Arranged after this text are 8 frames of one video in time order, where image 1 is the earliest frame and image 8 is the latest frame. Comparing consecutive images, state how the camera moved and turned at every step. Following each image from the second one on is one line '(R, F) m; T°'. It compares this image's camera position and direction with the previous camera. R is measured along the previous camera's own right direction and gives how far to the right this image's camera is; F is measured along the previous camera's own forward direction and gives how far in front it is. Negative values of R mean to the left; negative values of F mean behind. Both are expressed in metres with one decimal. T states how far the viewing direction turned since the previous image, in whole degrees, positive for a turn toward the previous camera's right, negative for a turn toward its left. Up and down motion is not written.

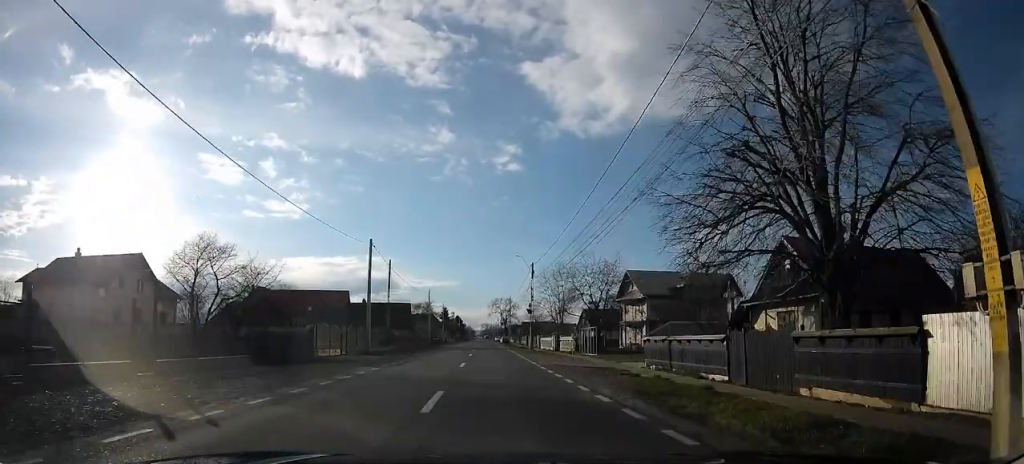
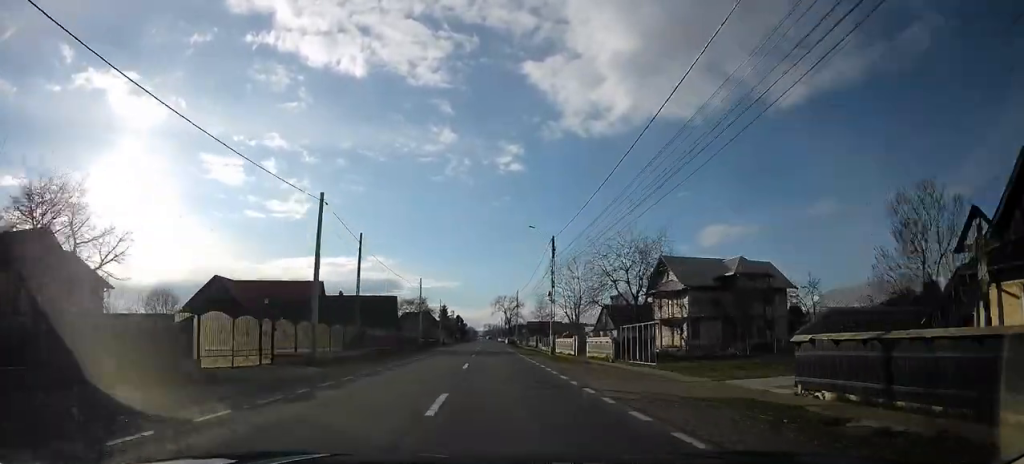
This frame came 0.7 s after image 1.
(-0.1, +12.4) m; +1°
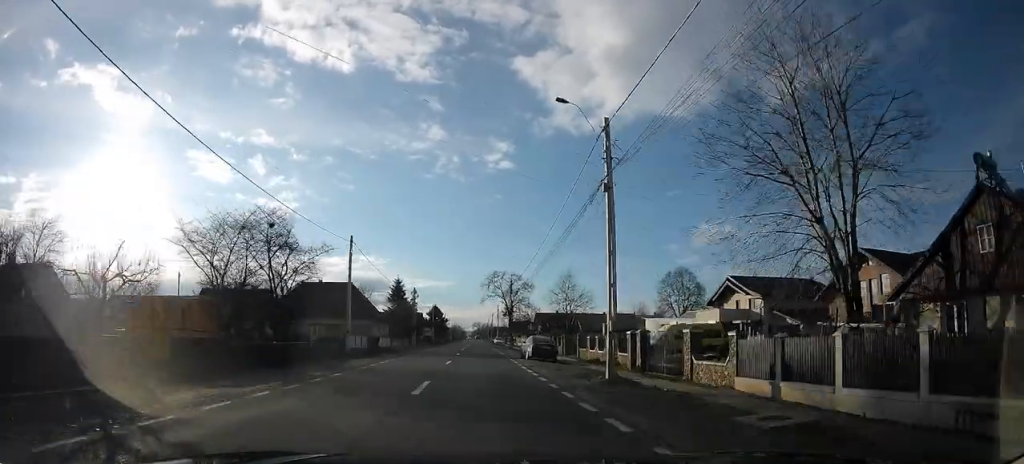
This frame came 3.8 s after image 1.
(+3.9, +57.4) m; +3°
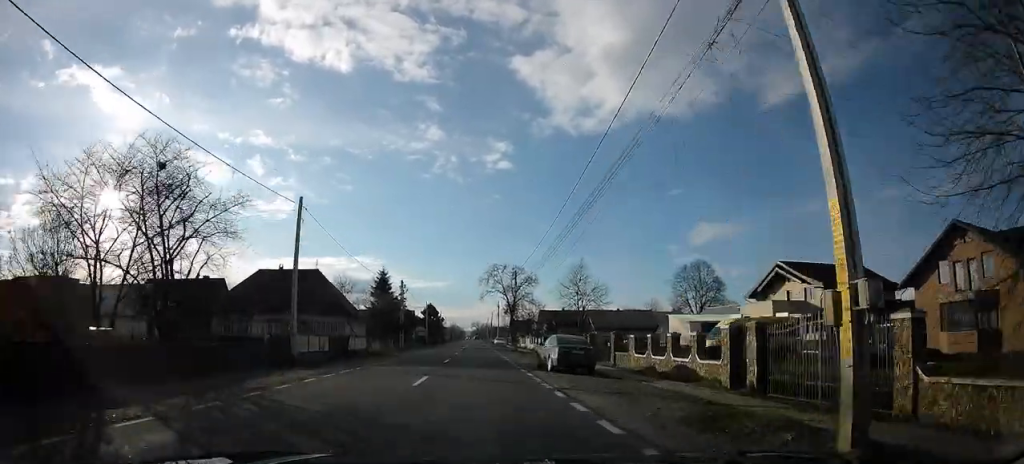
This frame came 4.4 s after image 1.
(-0.8, +10.3) m; -2°
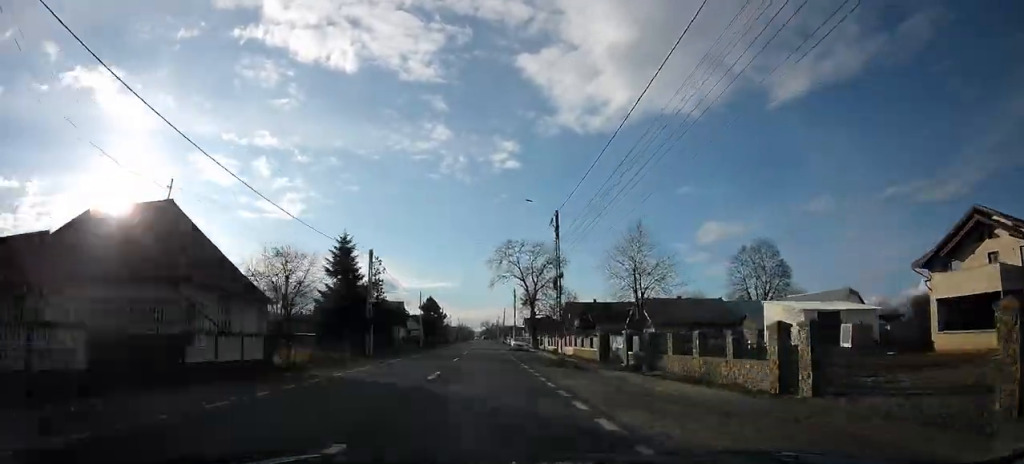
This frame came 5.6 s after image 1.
(+0.1, +21.5) m; +1°
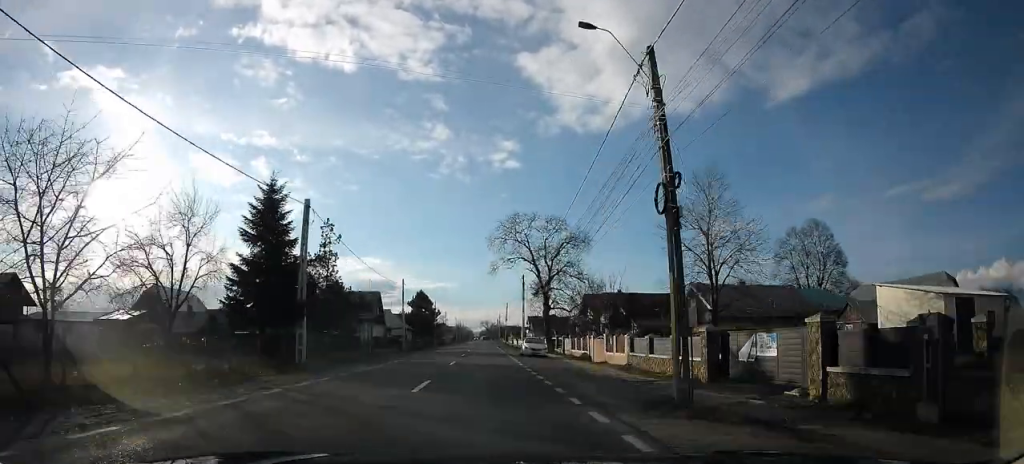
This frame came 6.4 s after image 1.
(0.0, +14.9) m; 0°
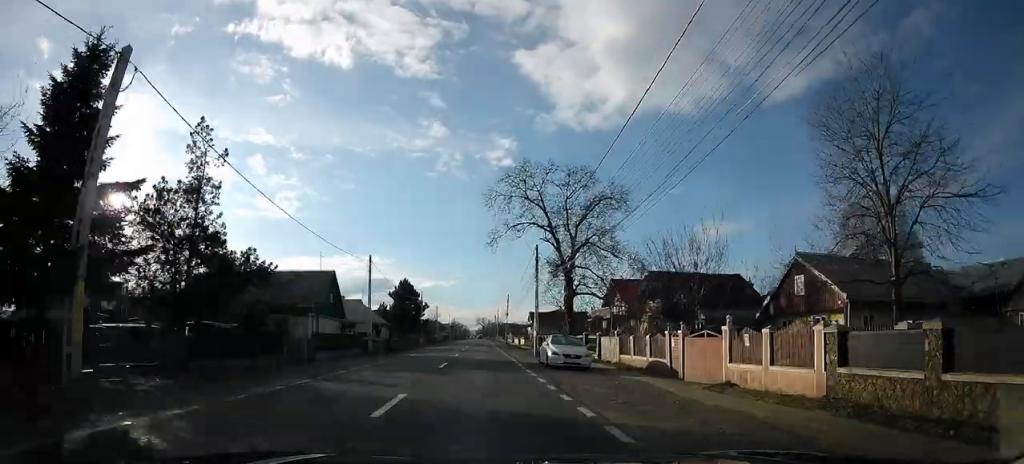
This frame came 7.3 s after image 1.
(0.0, +15.1) m; -1°
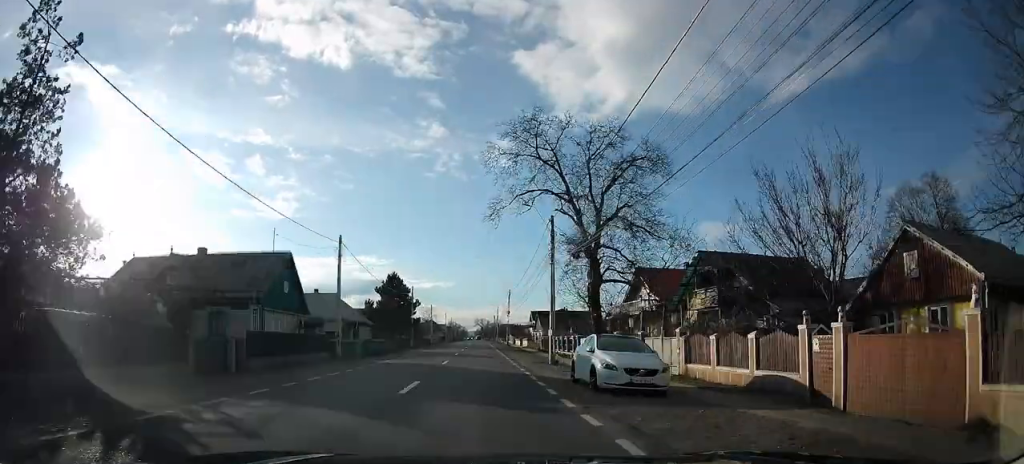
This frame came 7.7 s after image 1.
(0.0, +8.6) m; 0°
